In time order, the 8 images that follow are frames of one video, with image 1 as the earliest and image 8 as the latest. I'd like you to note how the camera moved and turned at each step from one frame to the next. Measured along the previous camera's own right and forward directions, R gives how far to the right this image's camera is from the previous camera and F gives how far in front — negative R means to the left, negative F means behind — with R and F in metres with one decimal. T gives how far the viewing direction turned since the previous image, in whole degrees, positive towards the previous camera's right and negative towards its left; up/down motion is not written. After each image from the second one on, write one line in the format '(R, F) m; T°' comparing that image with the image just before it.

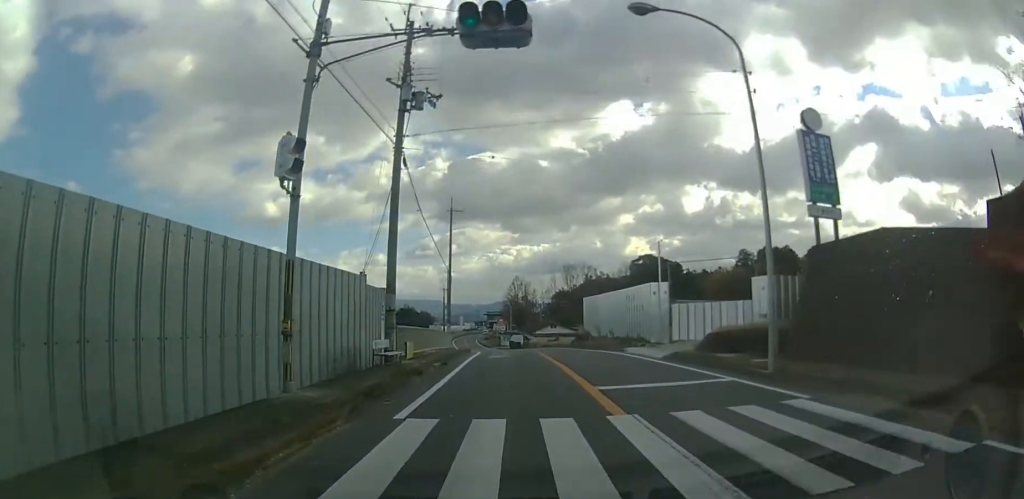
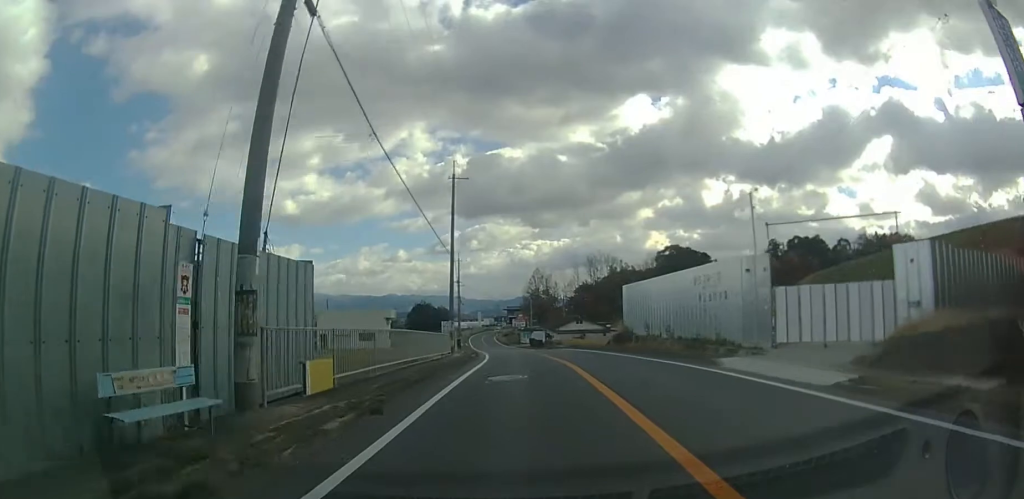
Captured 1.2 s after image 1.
(-0.1, +8.3) m; -2°
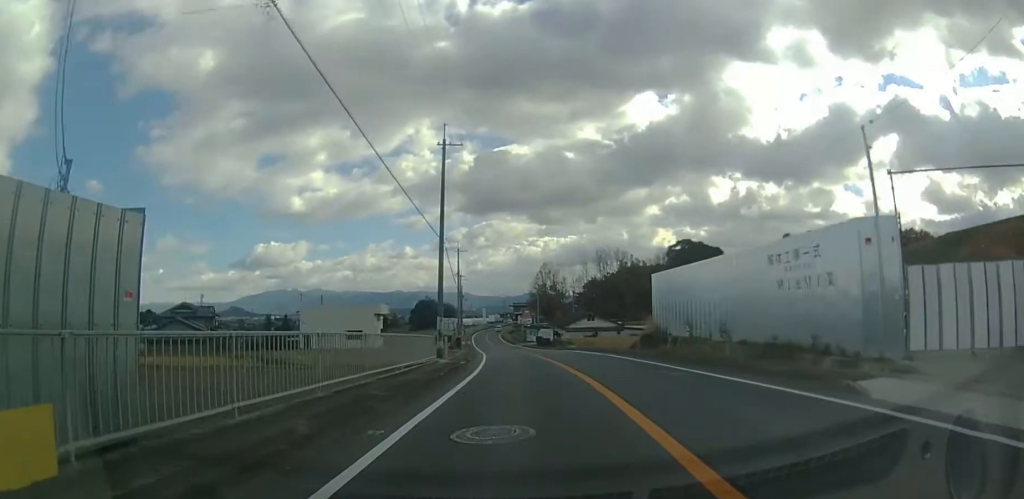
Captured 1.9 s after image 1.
(-0.1, +6.2) m; -2°
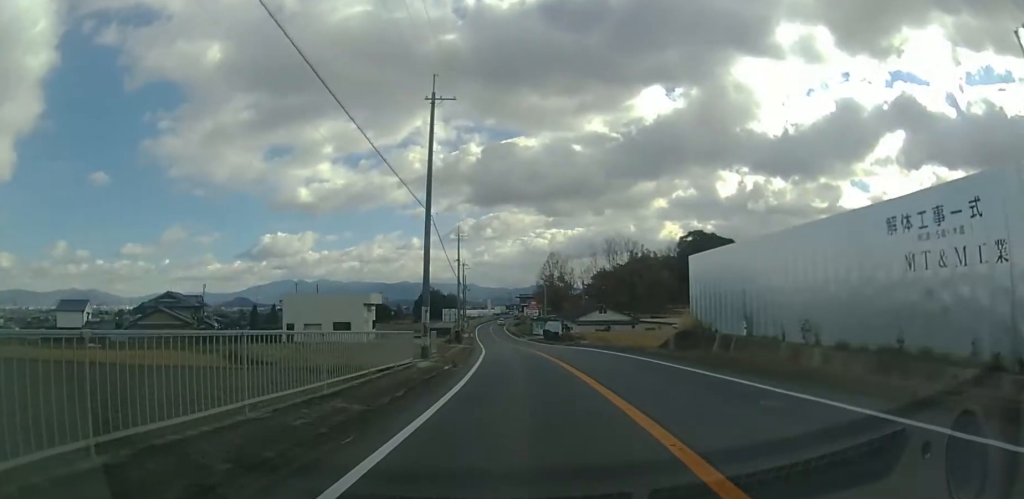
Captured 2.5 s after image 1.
(-0.1, +5.3) m; -1°
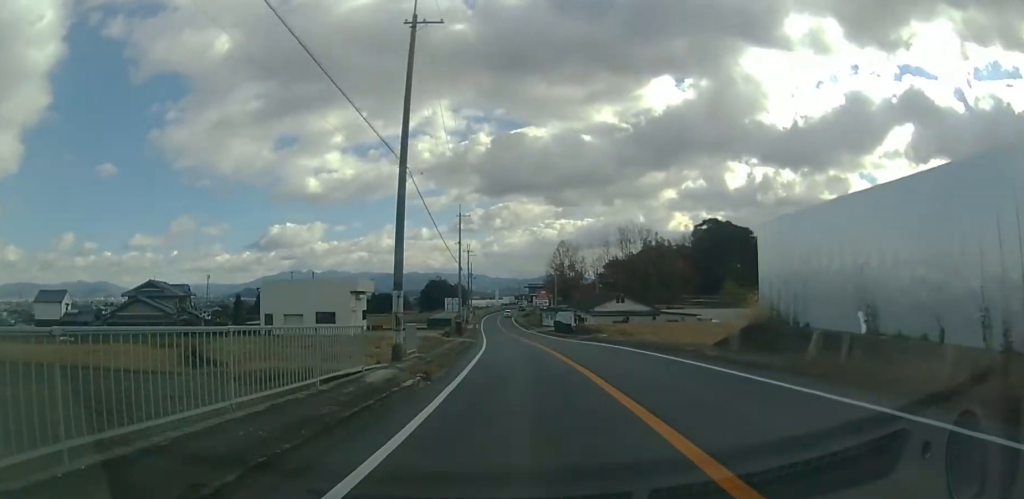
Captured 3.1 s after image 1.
(0.0, +5.8) m; -1°
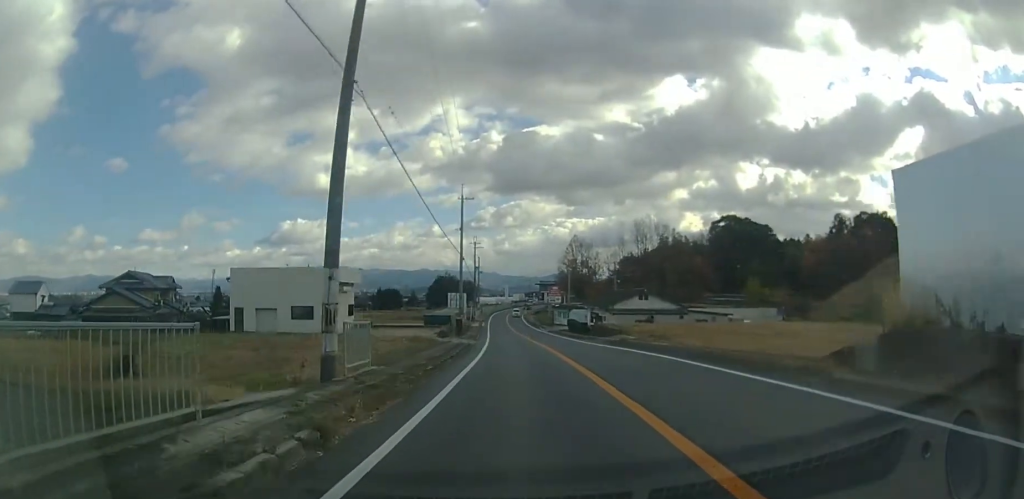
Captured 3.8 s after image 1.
(-0.1, +6.6) m; 0°
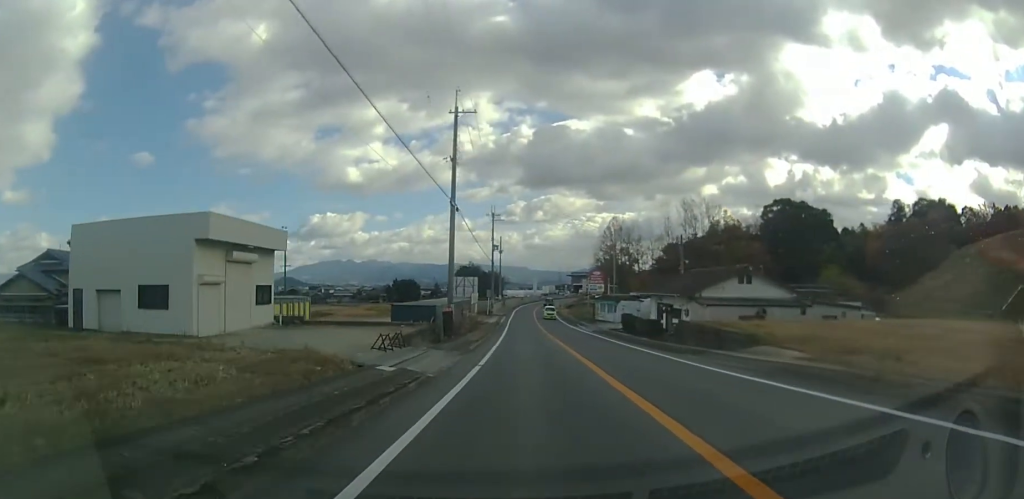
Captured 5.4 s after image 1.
(-0.1, +17.5) m; -2°
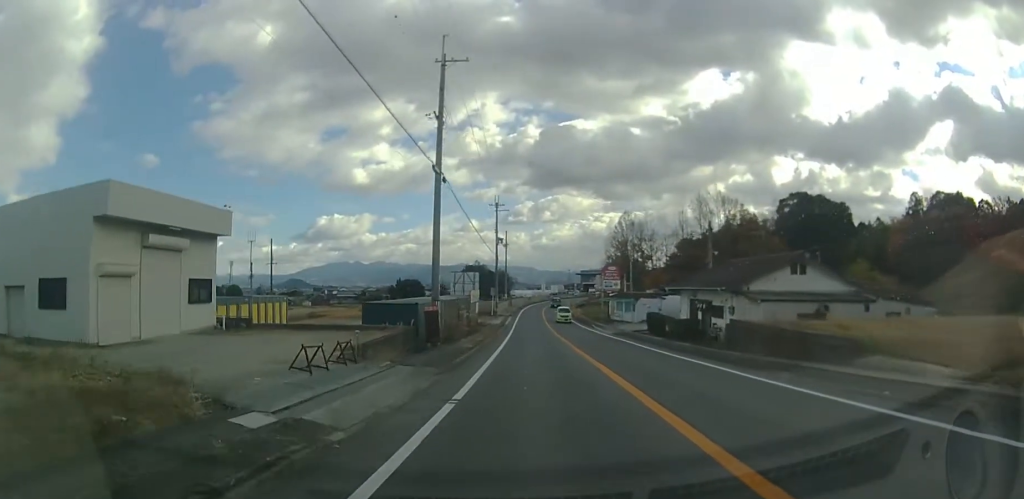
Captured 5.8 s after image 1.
(0.0, +5.6) m; -1°
